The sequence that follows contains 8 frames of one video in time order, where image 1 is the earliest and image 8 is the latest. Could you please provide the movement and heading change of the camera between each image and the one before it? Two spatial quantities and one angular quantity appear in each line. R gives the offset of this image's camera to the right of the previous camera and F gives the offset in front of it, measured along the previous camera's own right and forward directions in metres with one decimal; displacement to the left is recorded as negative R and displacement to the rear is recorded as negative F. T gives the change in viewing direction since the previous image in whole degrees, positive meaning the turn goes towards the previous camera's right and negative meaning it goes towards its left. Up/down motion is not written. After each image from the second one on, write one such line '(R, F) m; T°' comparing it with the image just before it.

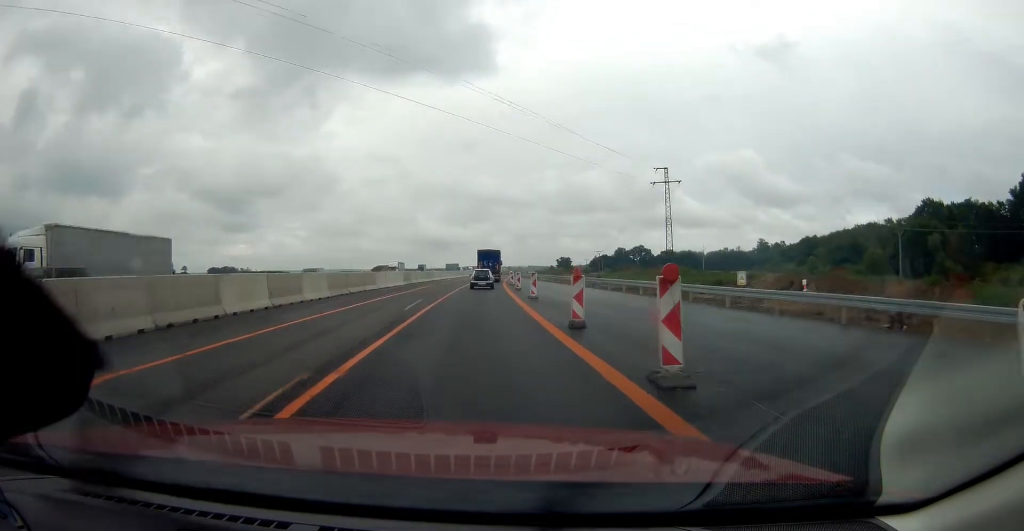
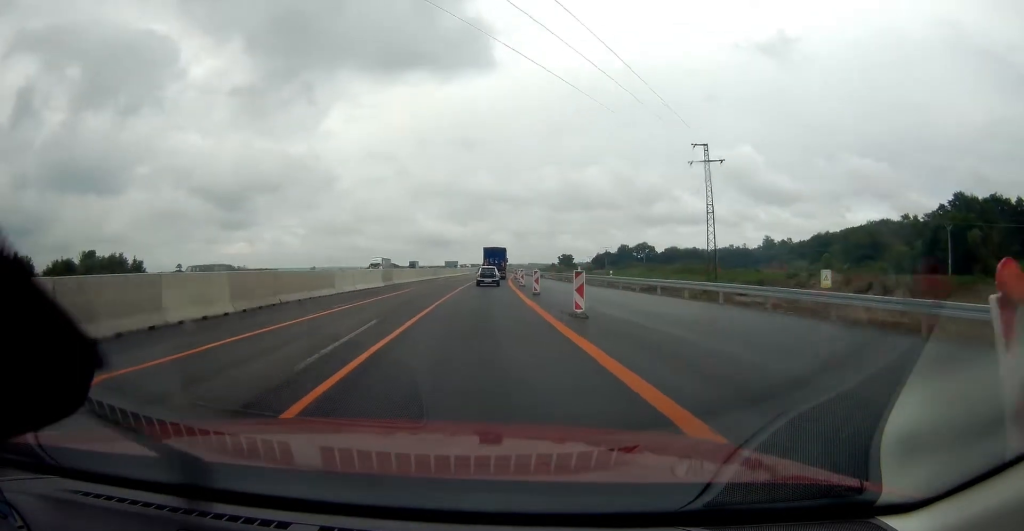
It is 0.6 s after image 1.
(-0.1, +11.6) m; +1°
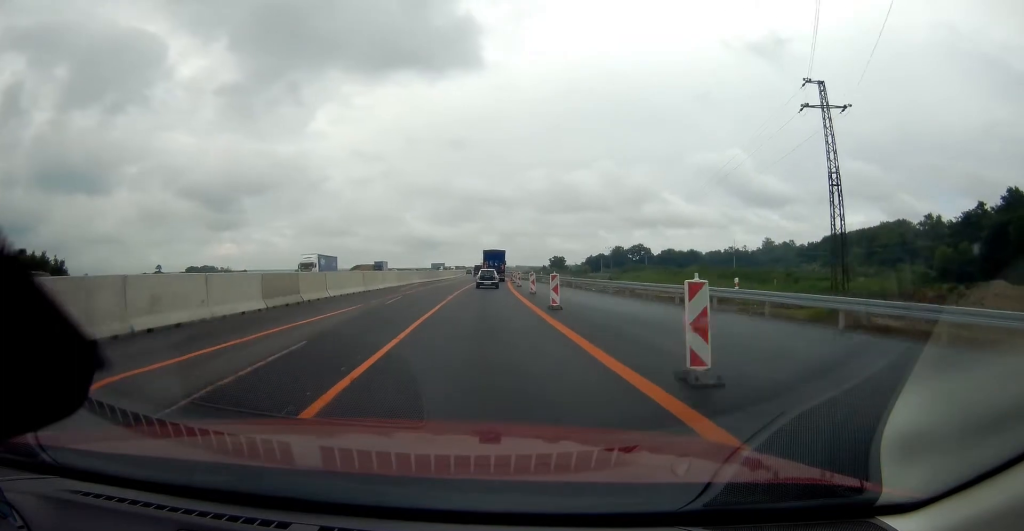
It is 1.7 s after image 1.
(+0.5, +21.3) m; 0°
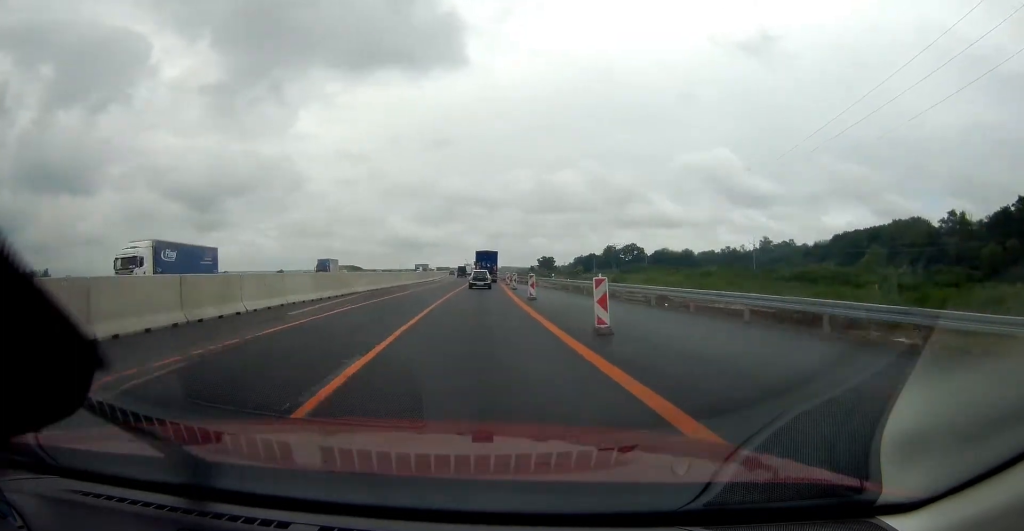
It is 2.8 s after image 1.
(-0.3, +20.8) m; +1°
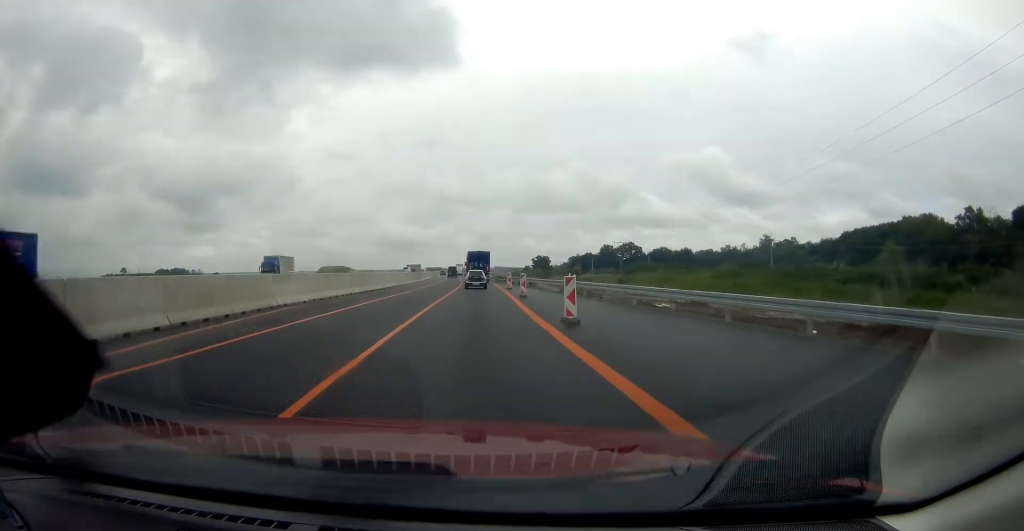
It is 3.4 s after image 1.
(+0.3, +12.4) m; +1°
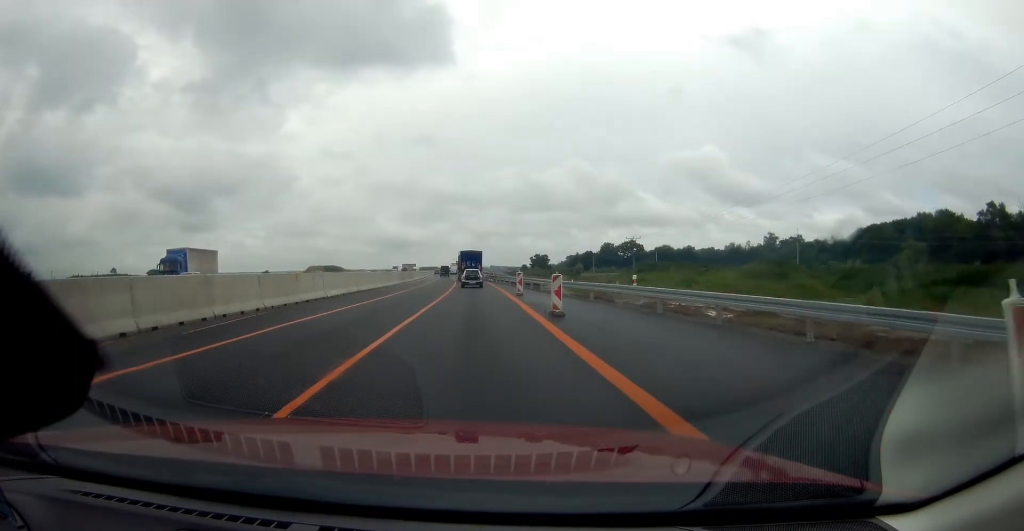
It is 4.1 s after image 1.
(+0.1, +13.2) m; +1°
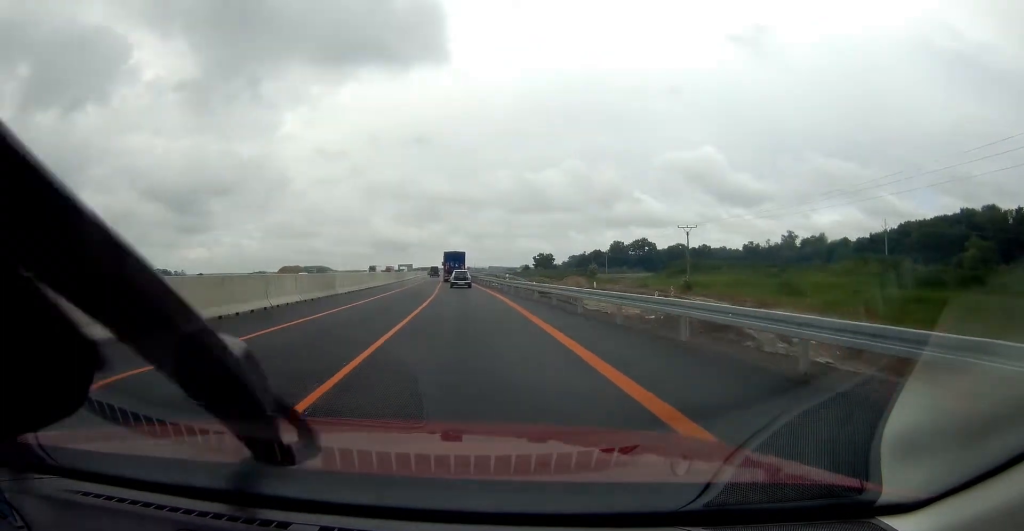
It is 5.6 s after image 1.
(+0.6, +30.6) m; +1°
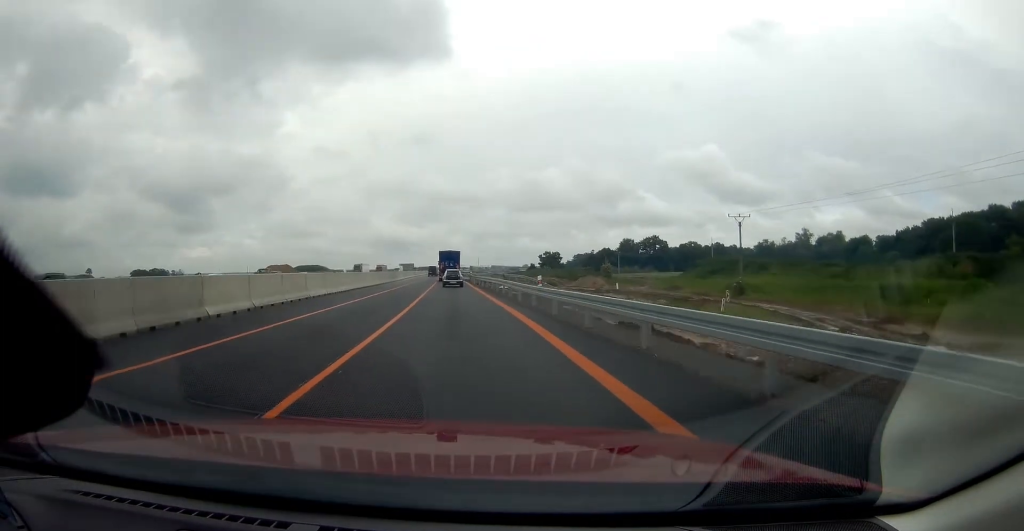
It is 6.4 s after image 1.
(-0.3, +16.7) m; -1°
